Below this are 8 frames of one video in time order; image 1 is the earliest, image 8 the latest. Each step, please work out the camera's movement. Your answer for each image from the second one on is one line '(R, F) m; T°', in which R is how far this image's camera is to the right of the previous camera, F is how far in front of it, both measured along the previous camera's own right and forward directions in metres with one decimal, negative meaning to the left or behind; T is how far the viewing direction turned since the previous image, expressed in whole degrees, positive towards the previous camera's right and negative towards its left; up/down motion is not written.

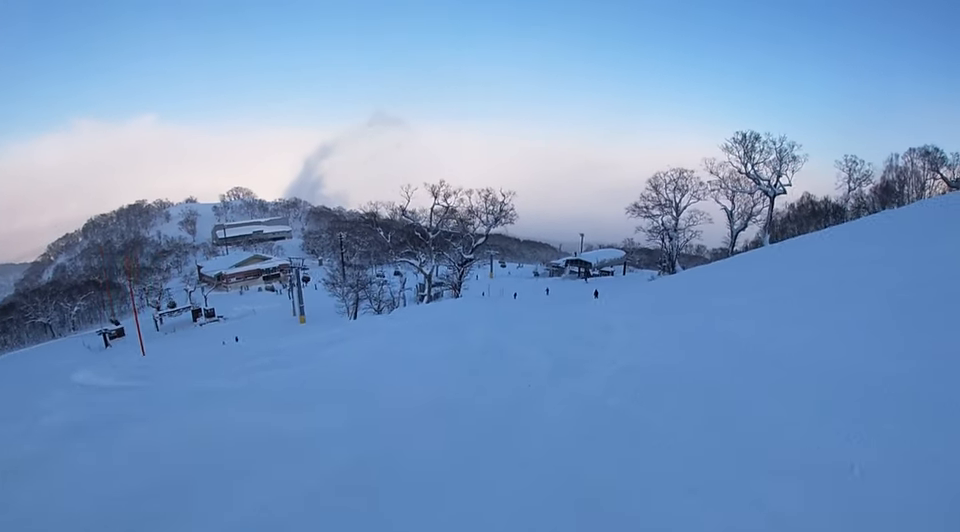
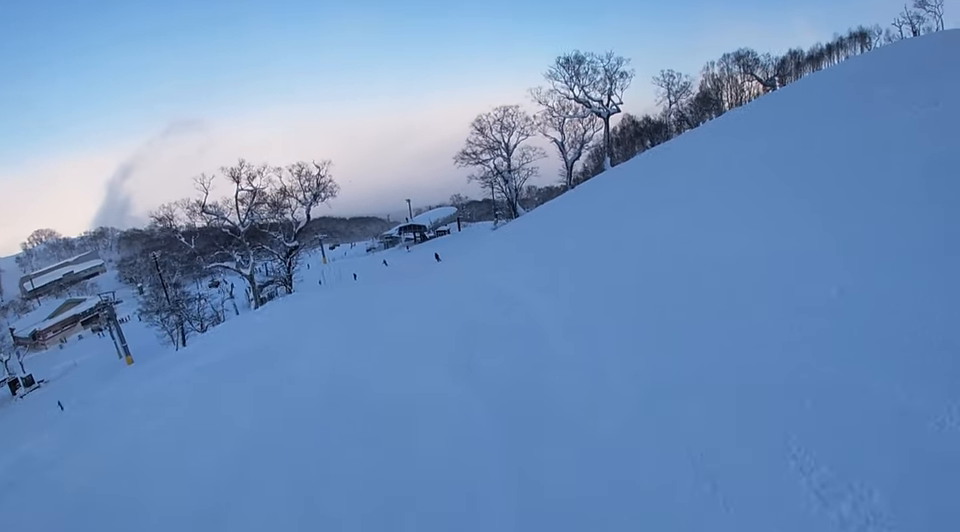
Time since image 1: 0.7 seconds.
(-0.2, +5.5) m; +9°
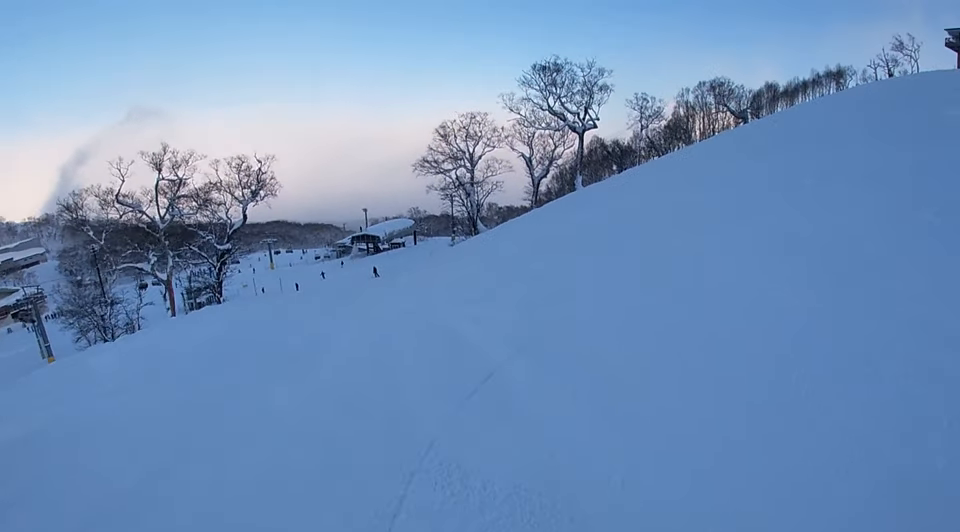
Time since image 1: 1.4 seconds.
(+0.8, +5.1) m; +1°
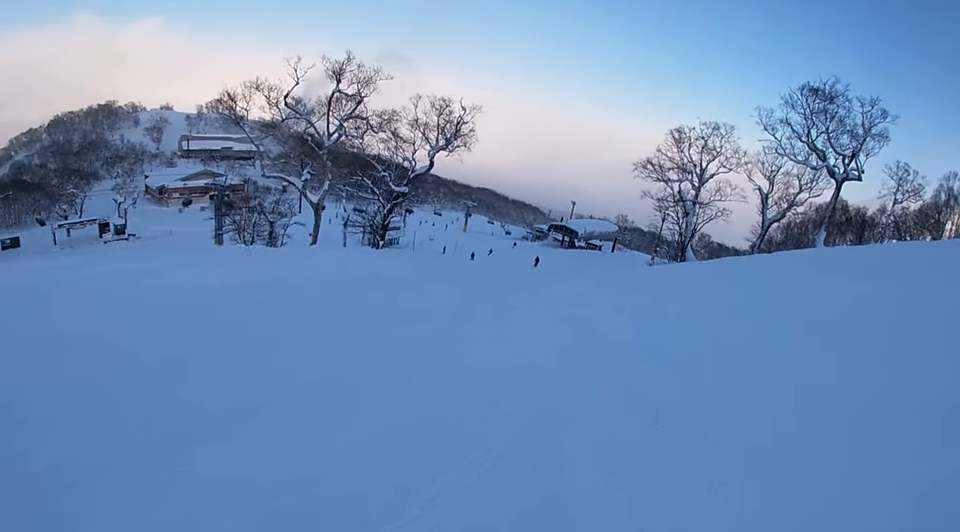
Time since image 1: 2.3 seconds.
(0.0, +7.2) m; -4°
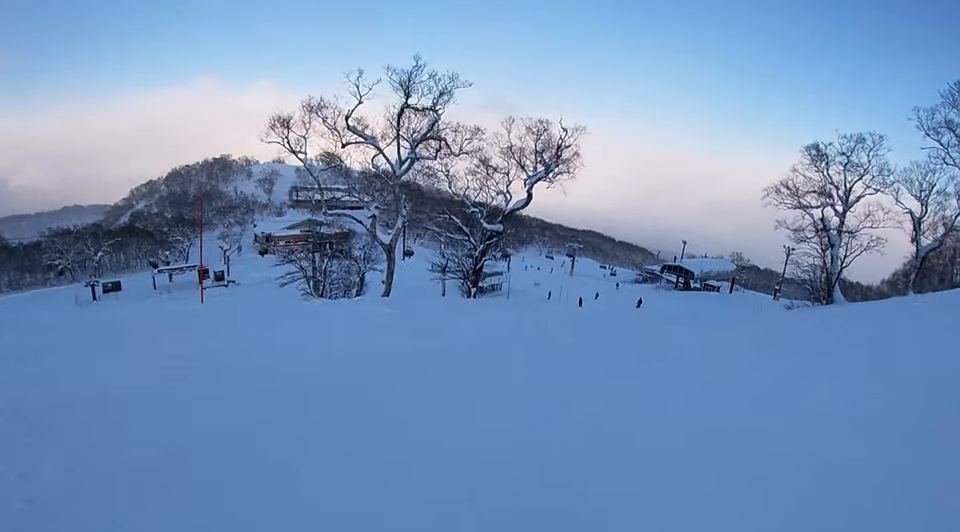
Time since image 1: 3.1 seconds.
(-0.7, +6.7) m; -3°
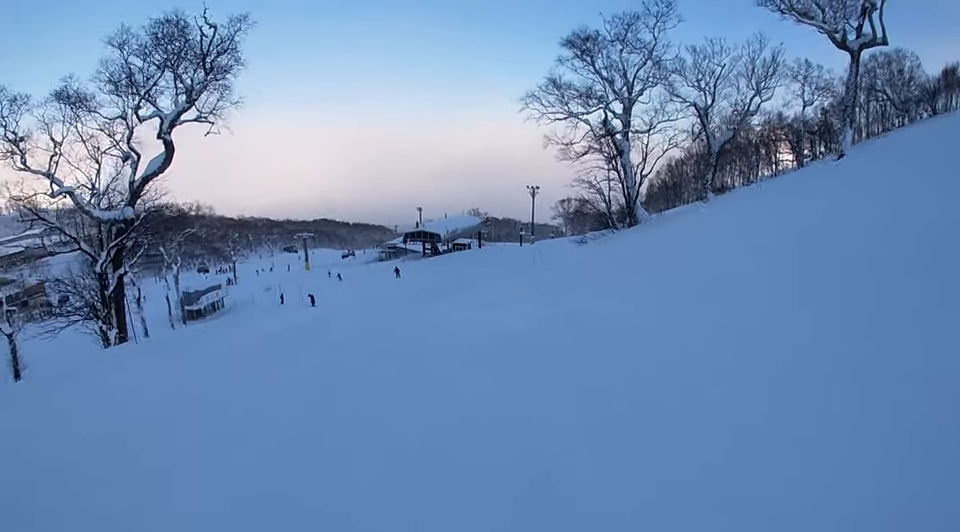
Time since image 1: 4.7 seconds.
(+1.8, +13.5) m; +7°
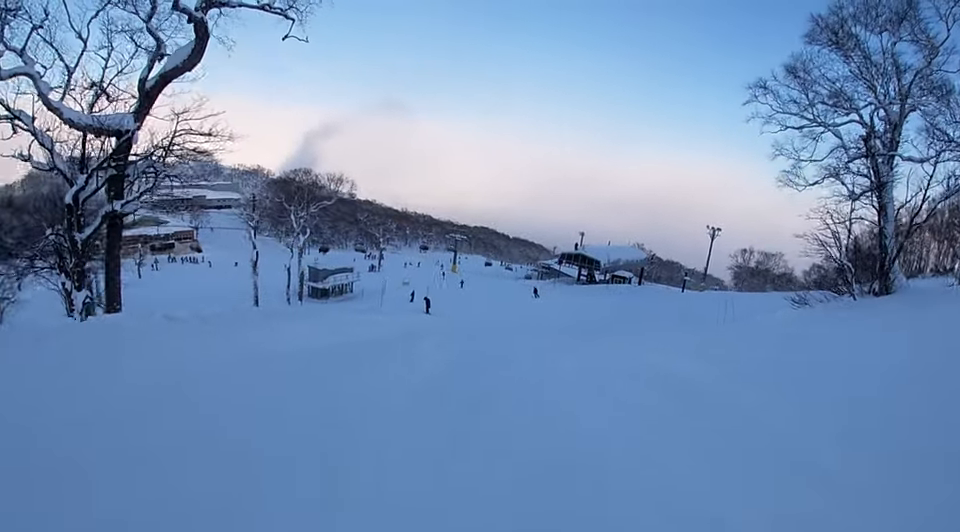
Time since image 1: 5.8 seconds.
(-1.0, +9.8) m; -7°
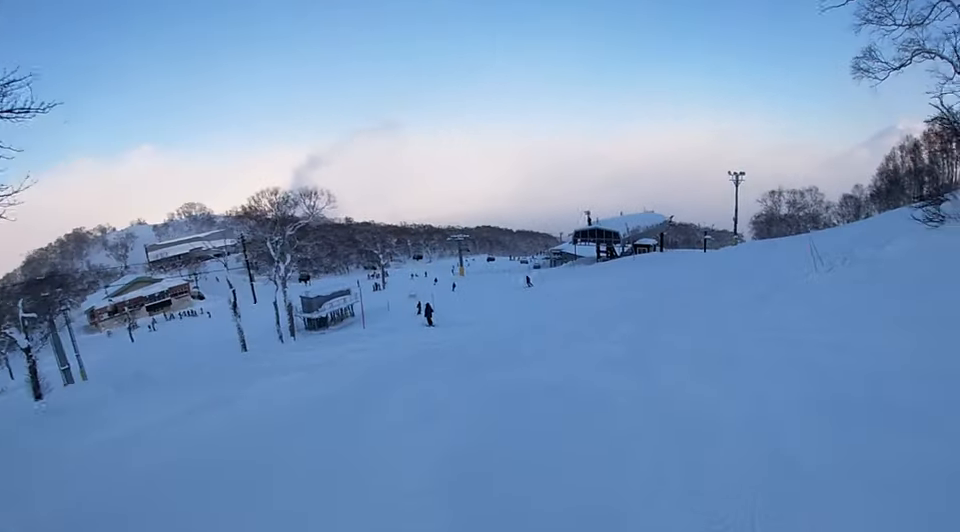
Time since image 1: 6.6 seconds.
(0.0, +7.4) m; +7°
